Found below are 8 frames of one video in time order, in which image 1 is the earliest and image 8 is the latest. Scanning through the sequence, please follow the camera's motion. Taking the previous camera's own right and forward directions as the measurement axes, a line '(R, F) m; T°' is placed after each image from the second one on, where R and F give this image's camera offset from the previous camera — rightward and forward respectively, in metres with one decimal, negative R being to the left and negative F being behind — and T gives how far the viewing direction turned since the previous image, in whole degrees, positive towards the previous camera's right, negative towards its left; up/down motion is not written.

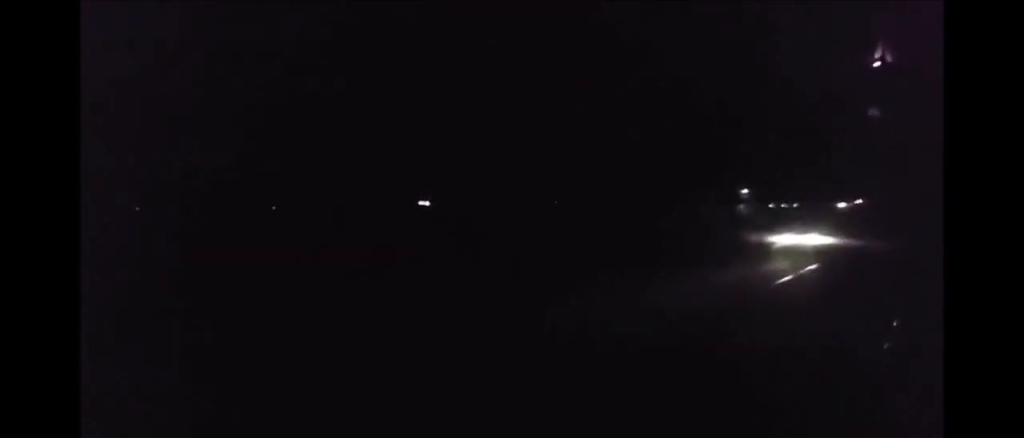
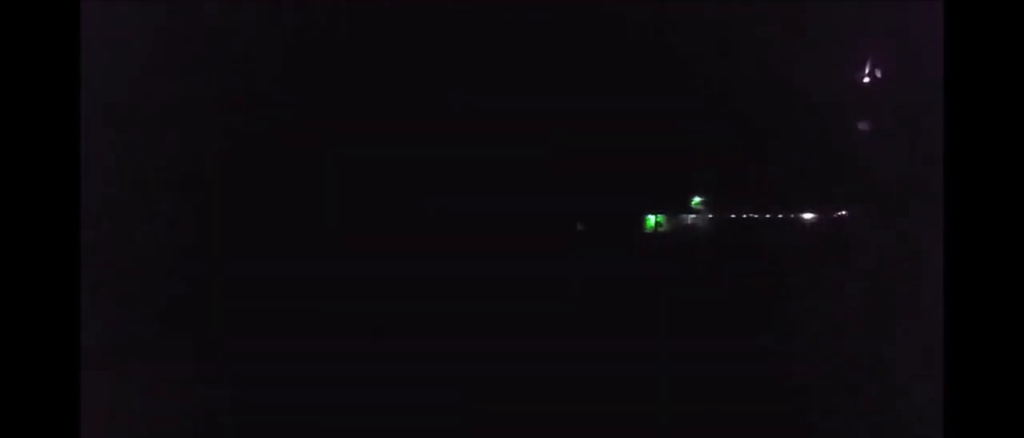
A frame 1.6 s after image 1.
(+0.2, +23.6) m; +1°
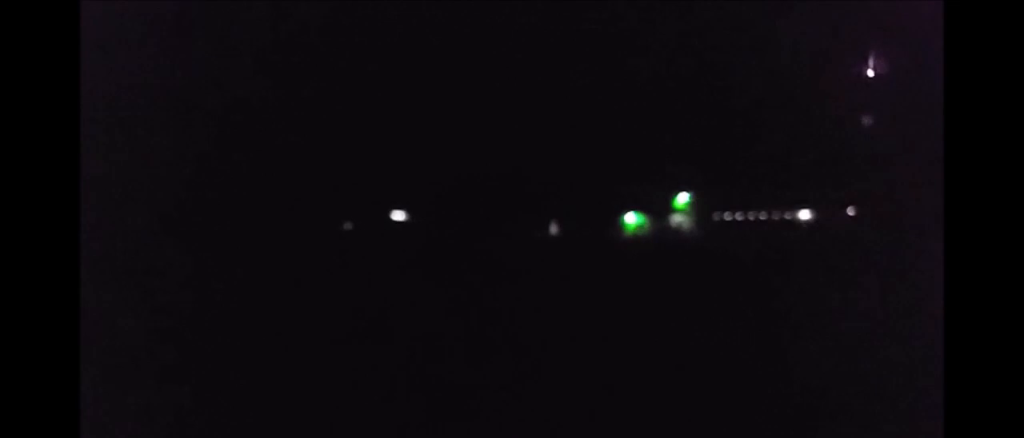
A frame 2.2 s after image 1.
(+0.1, +10.4) m; 0°
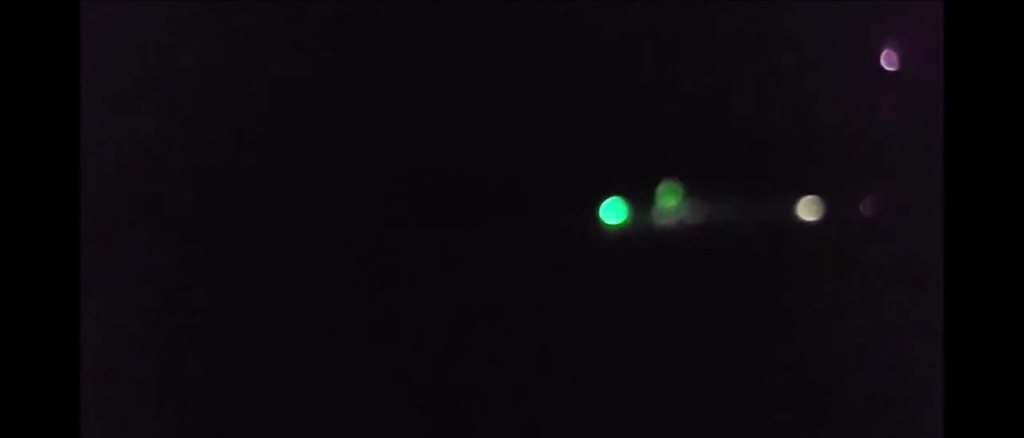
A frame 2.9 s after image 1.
(-0.3, +10.6) m; -1°
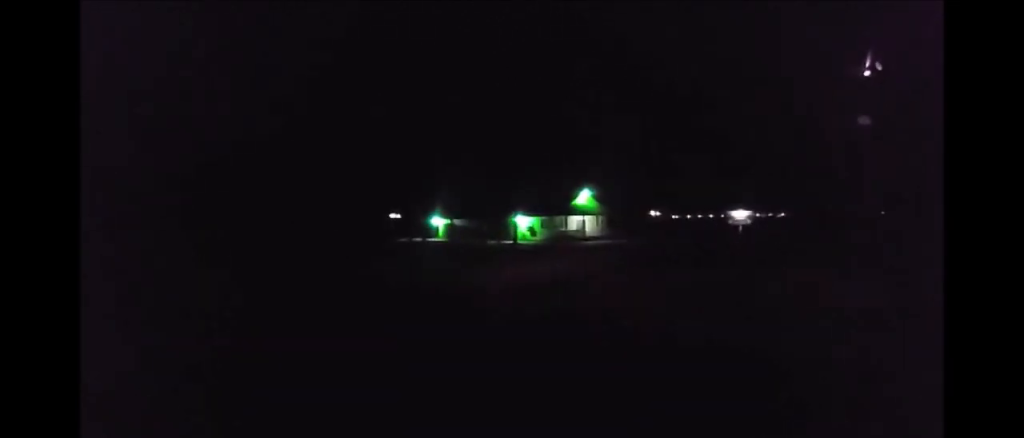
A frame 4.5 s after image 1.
(+0.5, +25.6) m; +3°
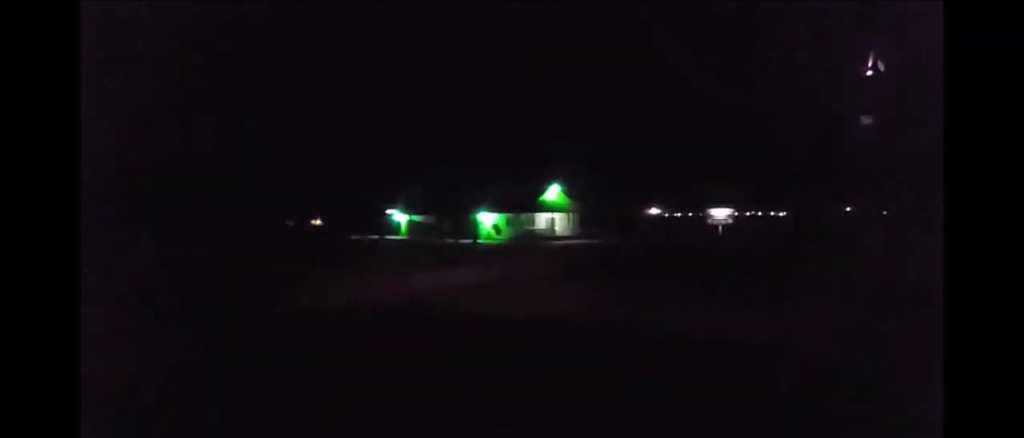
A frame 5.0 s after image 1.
(+0.1, +8.2) m; +1°
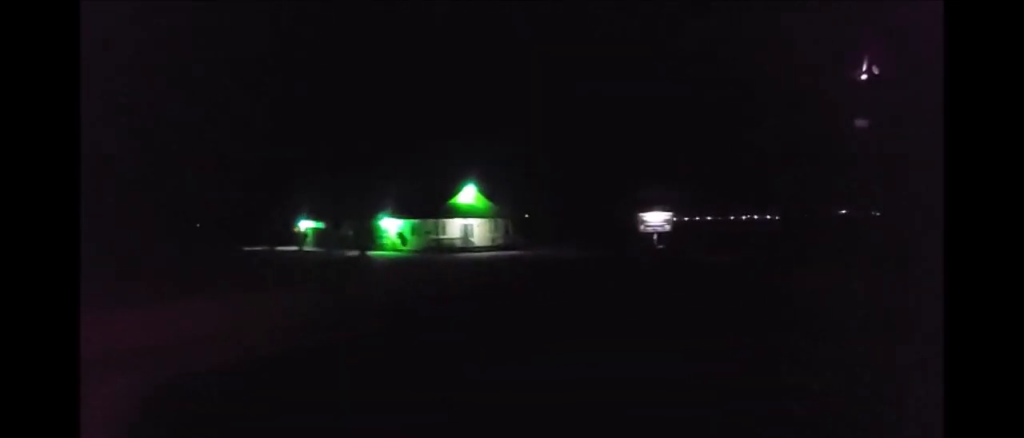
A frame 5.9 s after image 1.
(+0.1, +15.6) m; -1°
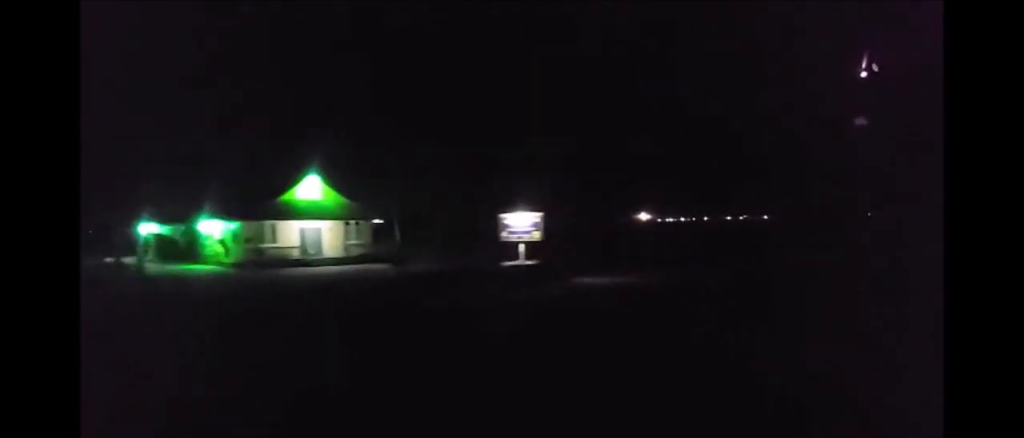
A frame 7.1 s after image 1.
(-0.5, +18.6) m; -2°
